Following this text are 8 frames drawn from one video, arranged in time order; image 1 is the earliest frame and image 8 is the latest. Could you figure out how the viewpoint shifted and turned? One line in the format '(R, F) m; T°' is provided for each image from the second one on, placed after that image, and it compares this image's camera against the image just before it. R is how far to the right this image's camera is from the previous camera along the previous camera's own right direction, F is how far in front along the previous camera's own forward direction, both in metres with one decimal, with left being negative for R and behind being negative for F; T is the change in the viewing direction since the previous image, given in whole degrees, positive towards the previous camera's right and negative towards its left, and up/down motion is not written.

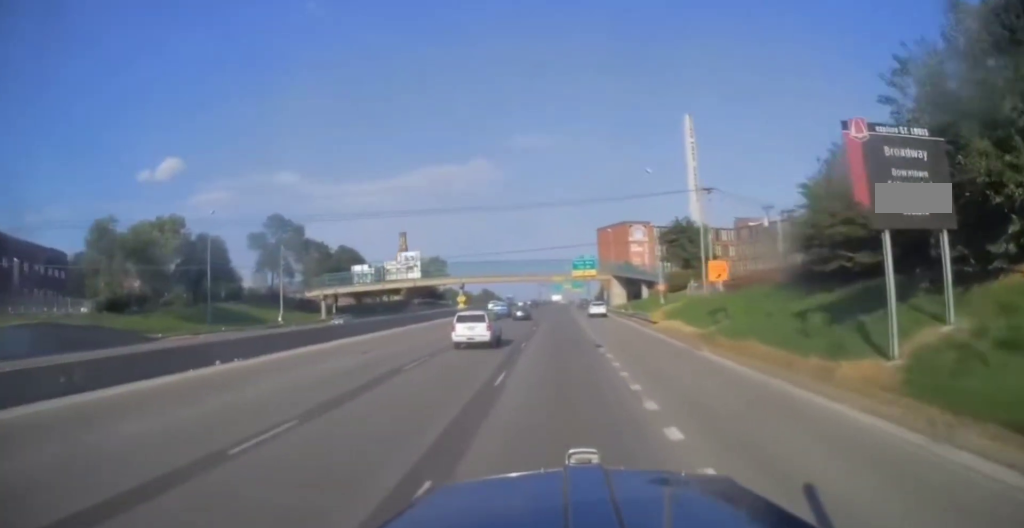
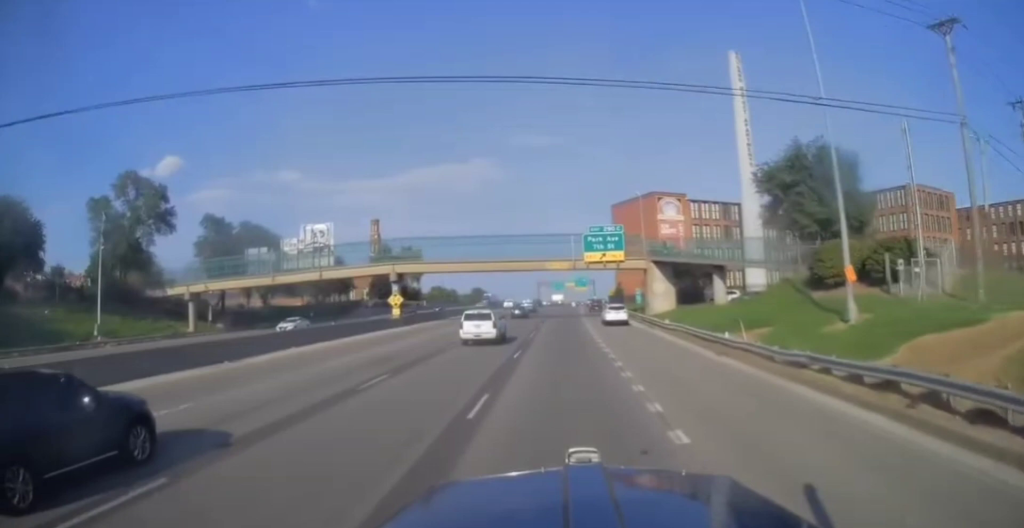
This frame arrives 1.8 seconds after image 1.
(+0.5, +43.2) m; +1°
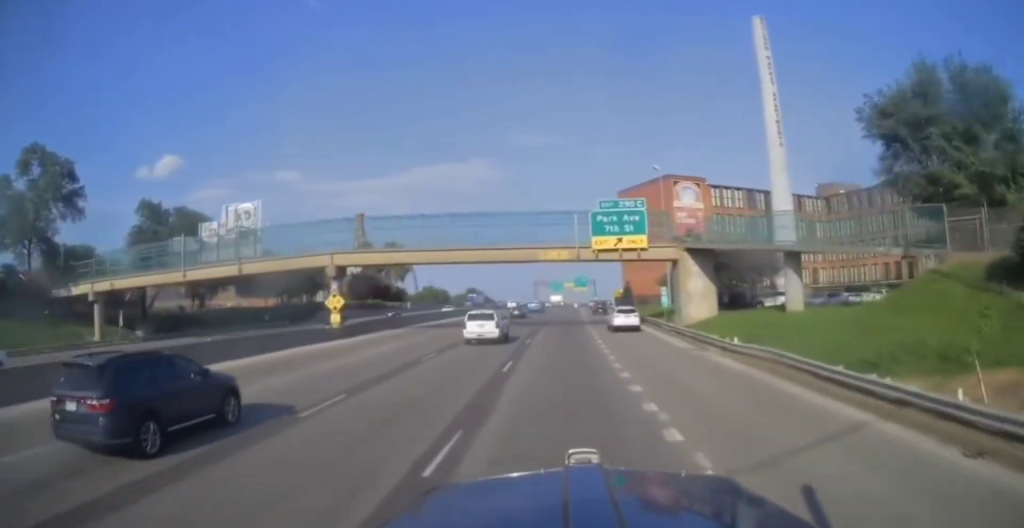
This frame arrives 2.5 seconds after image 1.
(-0.1, +17.2) m; 0°
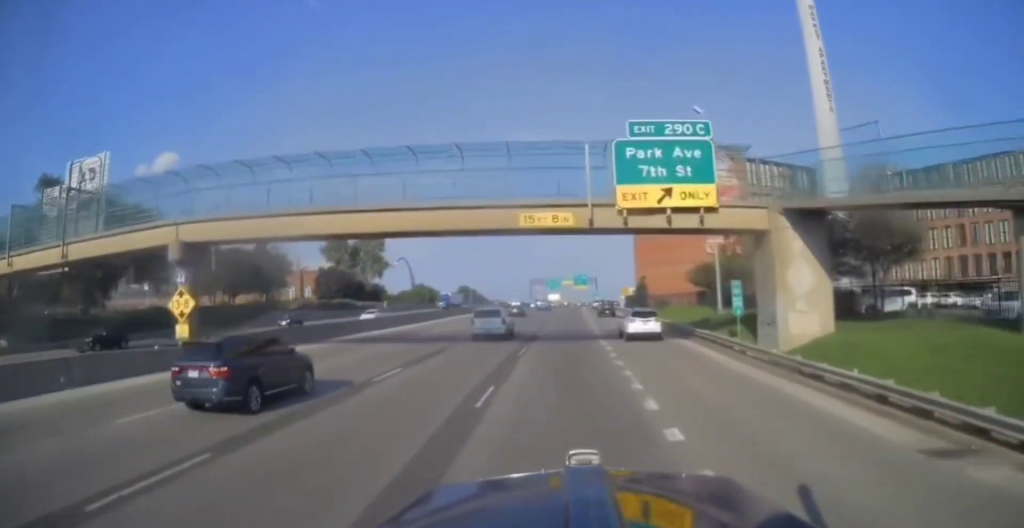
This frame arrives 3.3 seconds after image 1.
(0.0, +20.0) m; 0°
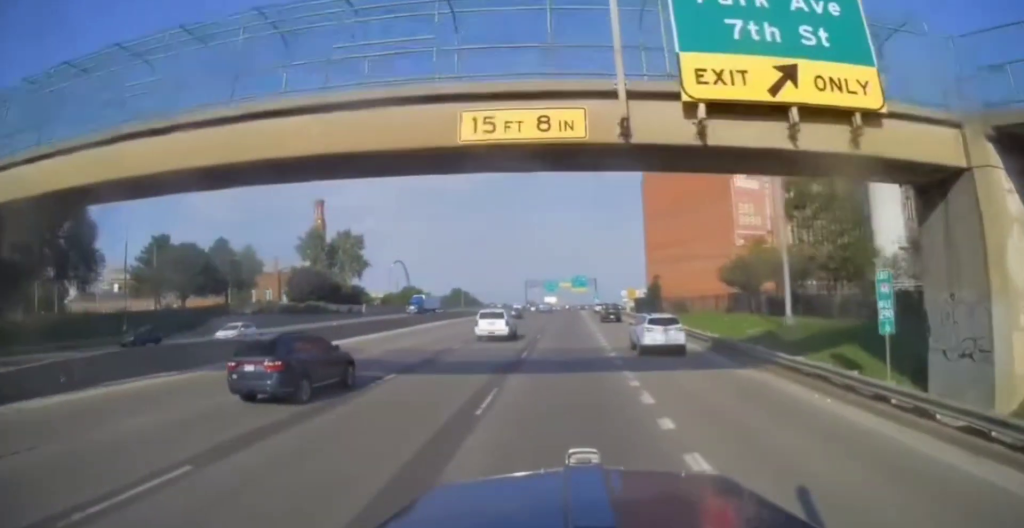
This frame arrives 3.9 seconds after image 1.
(0.0, +13.8) m; 0°
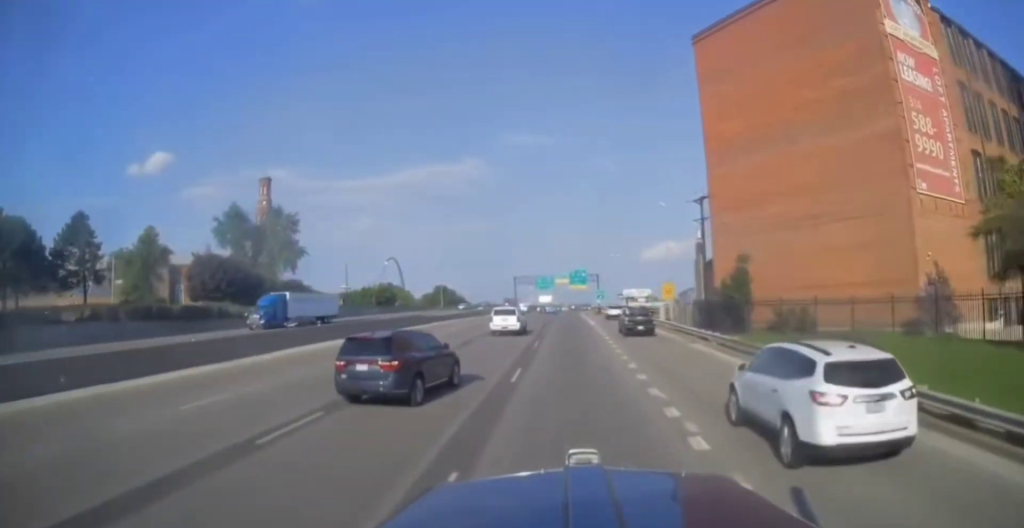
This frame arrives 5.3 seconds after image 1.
(+0.4, +32.8) m; +1°
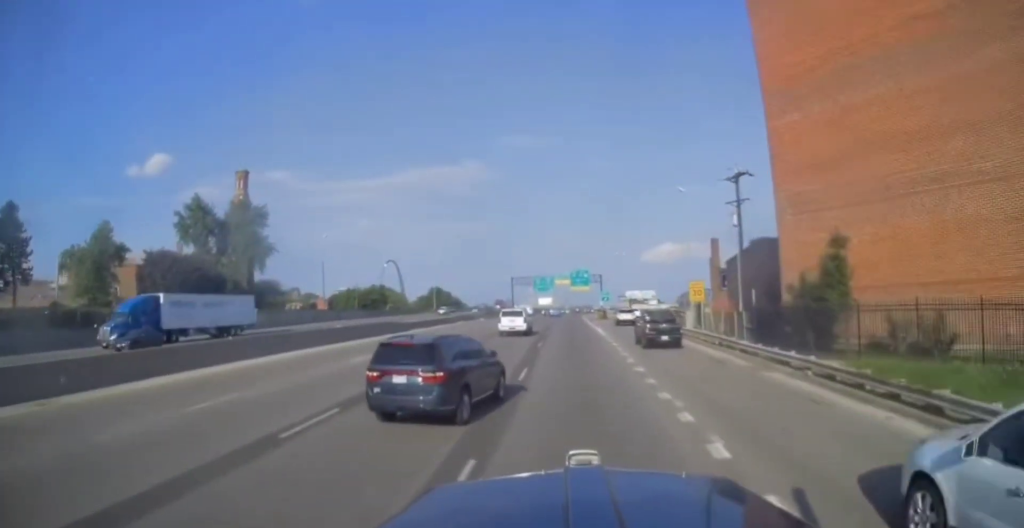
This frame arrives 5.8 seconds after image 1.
(0.0, +12.1) m; 0°
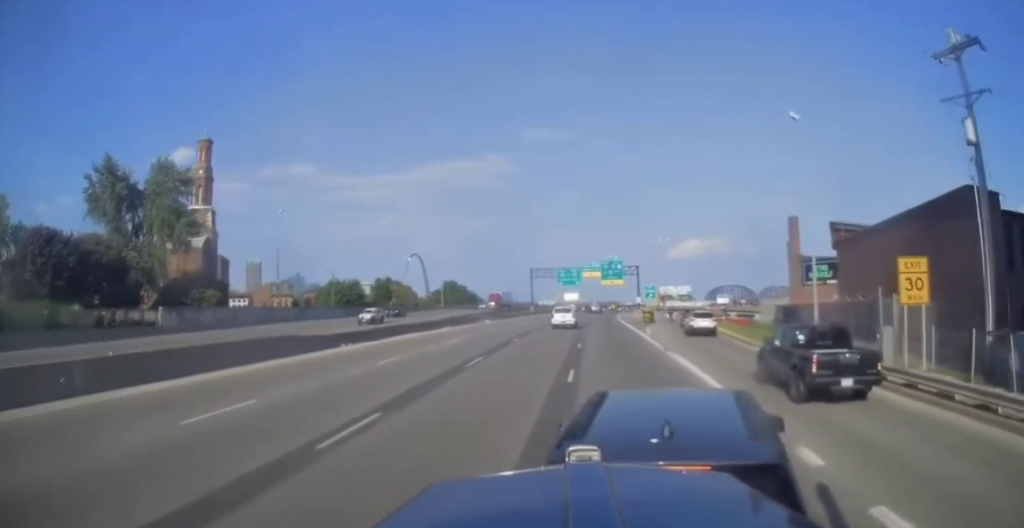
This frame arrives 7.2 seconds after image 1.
(-0.3, +28.5) m; -2°
